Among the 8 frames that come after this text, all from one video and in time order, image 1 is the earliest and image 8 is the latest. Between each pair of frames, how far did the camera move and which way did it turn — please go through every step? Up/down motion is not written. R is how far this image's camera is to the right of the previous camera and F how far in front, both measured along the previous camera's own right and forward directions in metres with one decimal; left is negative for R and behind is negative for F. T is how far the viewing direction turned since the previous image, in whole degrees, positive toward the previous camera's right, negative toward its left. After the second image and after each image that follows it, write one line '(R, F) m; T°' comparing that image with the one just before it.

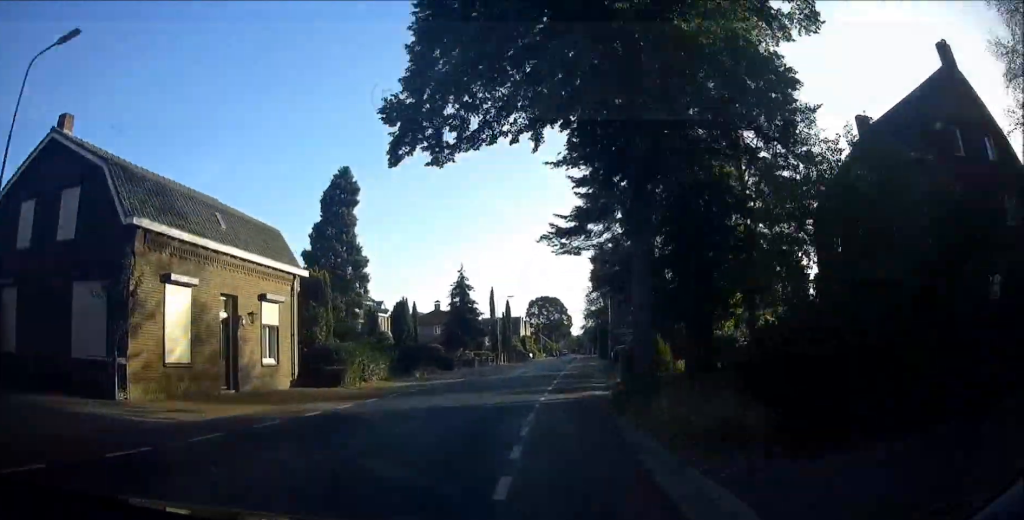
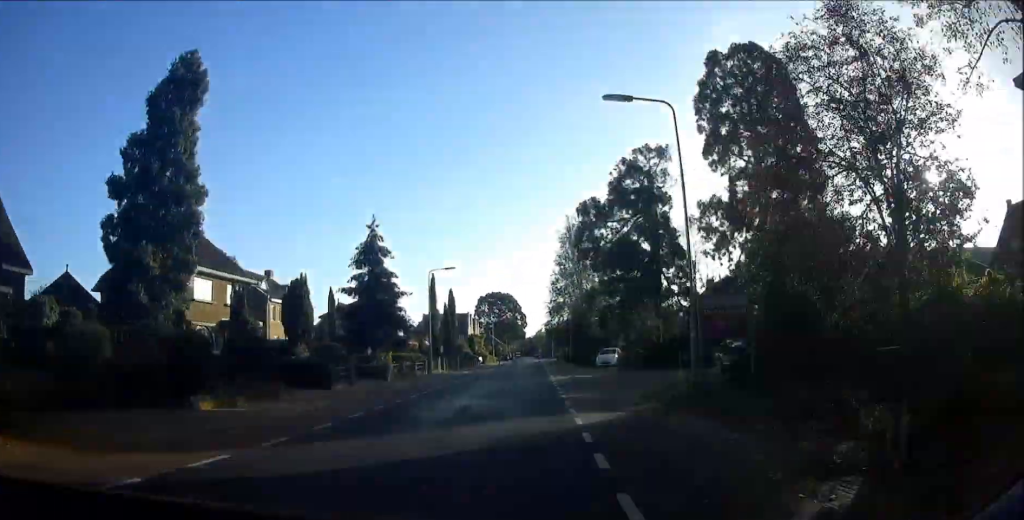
(+1.1, +21.1) m; +3°
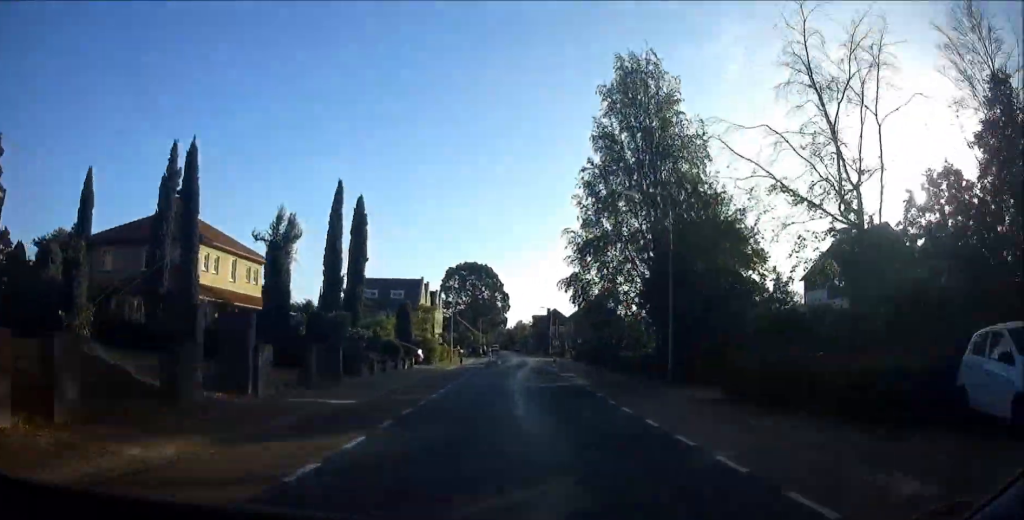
(+1.0, +44.8) m; +1°
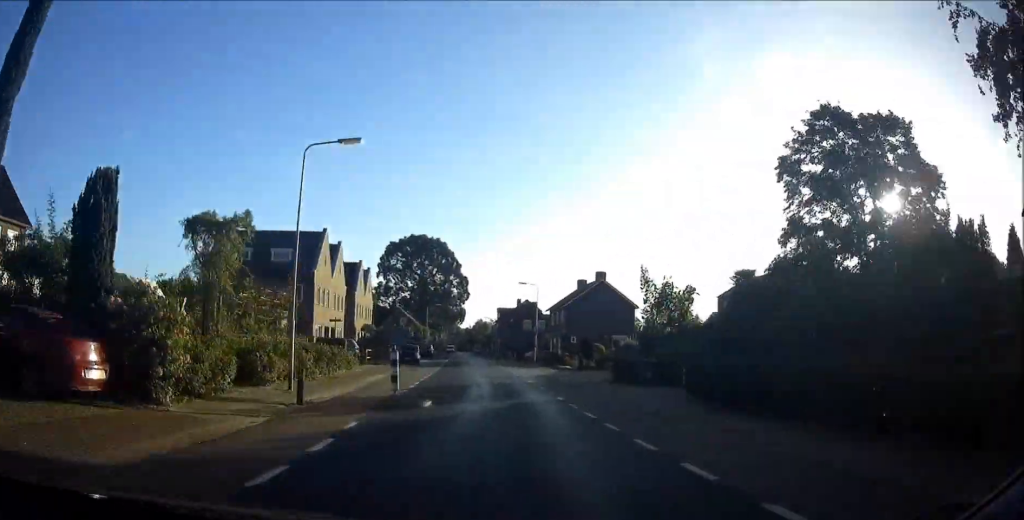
(+0.1, +32.7) m; 0°
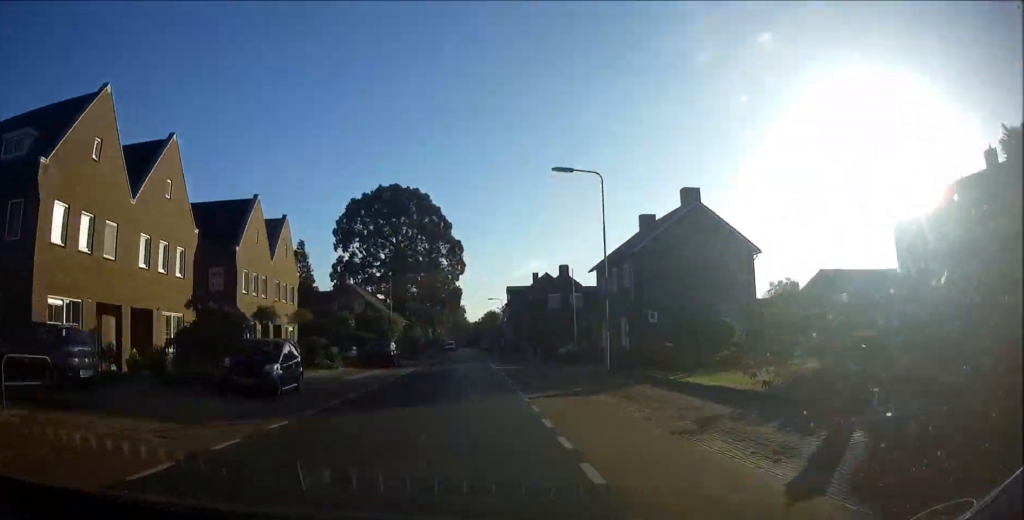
(+0.2, +30.6) m; 0°
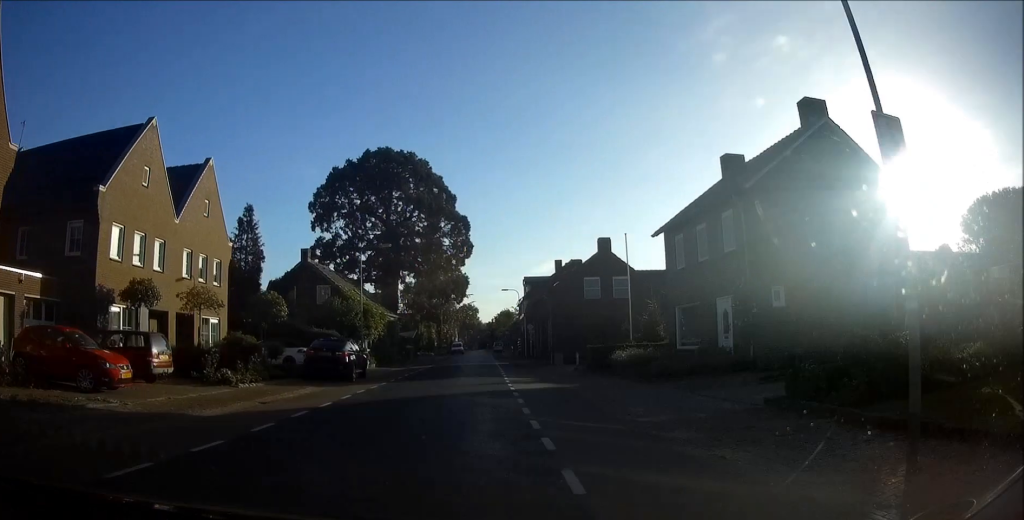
(0.0, +14.2) m; 0°
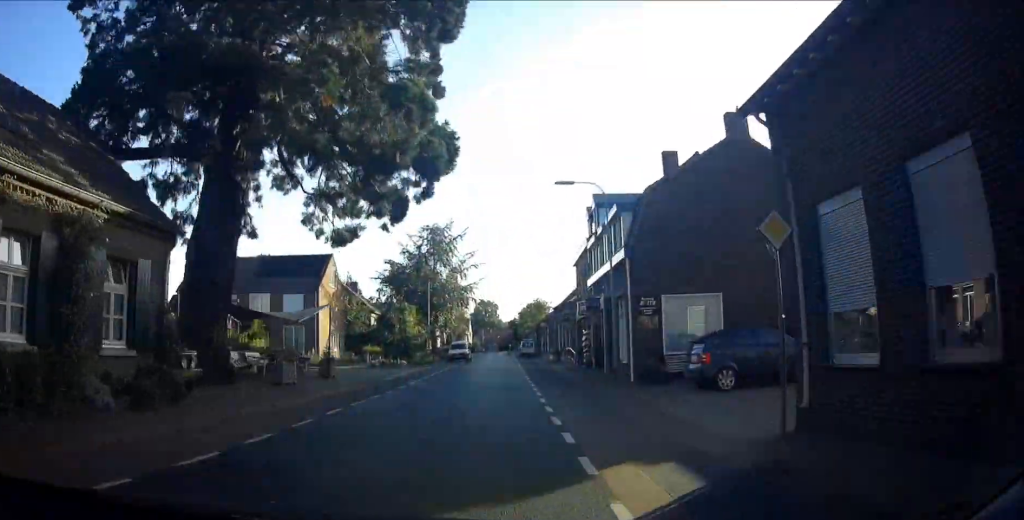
(-0.2, +39.5) m; -1°
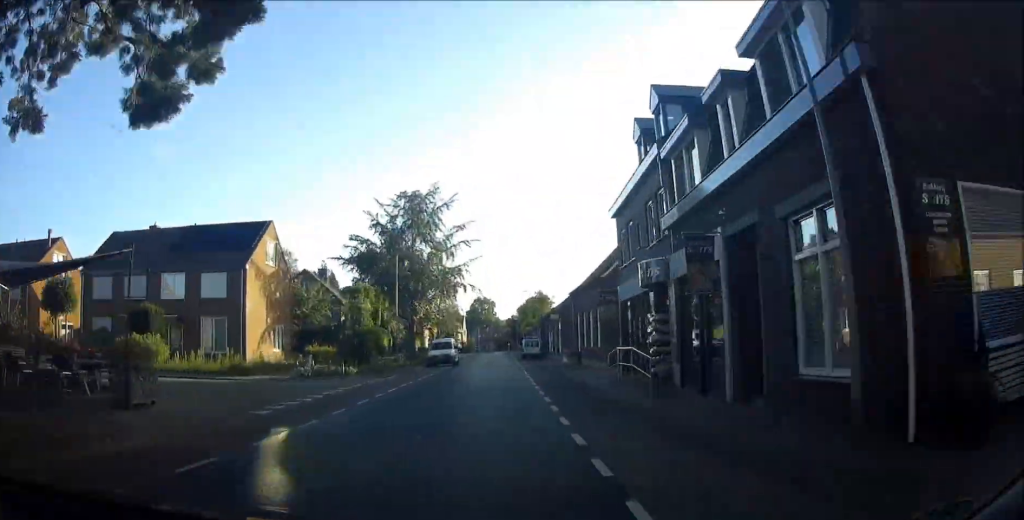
(-0.2, +14.1) m; 0°
